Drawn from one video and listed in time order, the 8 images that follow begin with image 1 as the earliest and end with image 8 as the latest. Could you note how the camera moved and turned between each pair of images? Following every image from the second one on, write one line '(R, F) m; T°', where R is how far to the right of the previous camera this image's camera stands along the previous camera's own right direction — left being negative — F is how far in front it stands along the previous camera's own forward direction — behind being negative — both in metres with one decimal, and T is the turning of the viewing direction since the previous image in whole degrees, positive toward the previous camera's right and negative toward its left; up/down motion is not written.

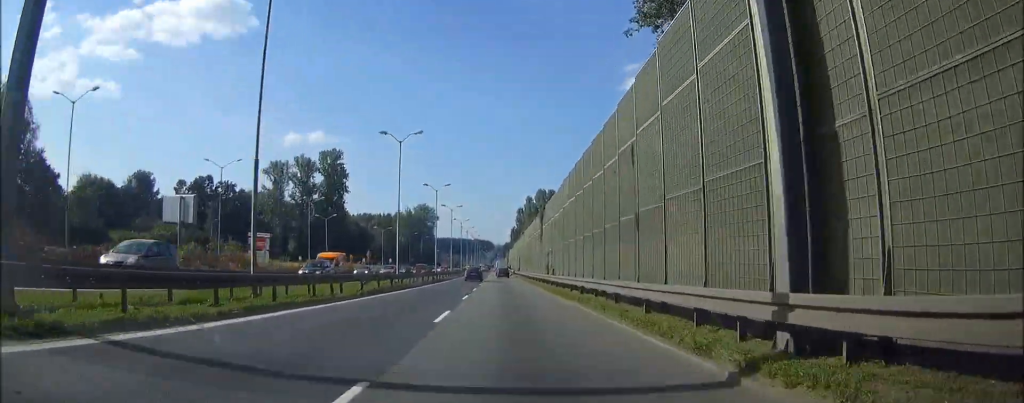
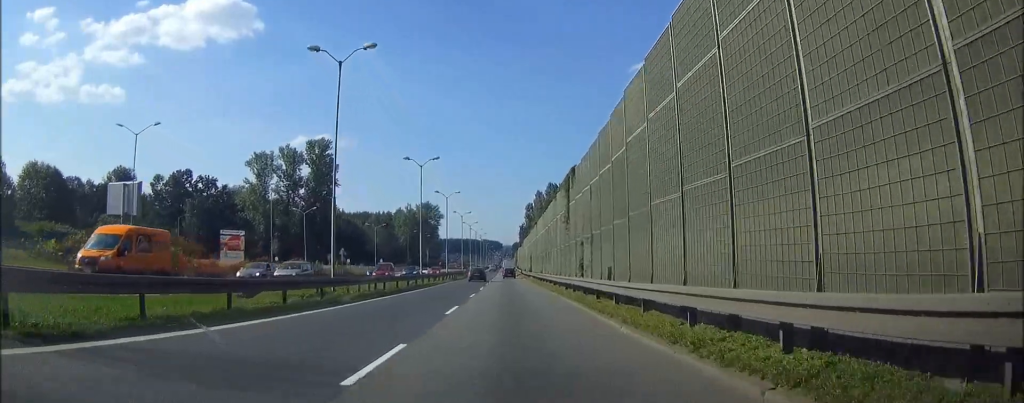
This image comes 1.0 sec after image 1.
(-0.2, +19.6) m; -1°
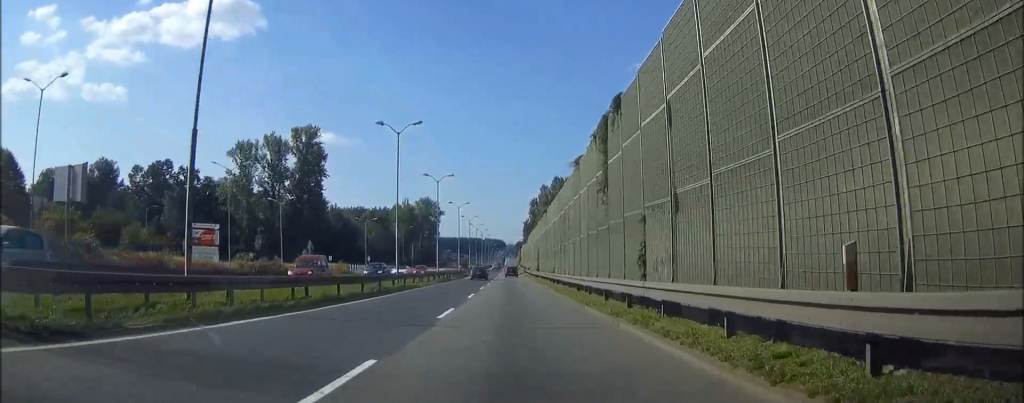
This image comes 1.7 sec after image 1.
(-0.1, +13.8) m; 0°
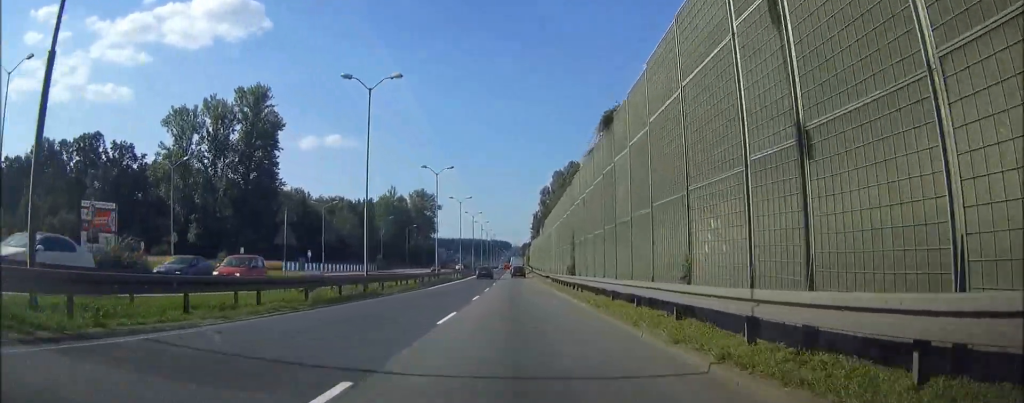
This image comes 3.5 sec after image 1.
(+0.2, +36.8) m; 0°
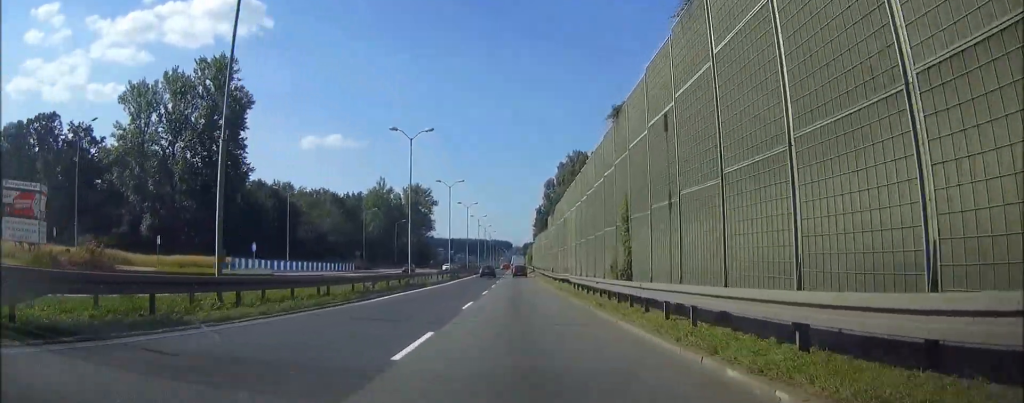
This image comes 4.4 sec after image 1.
(-0.1, +17.5) m; 0°
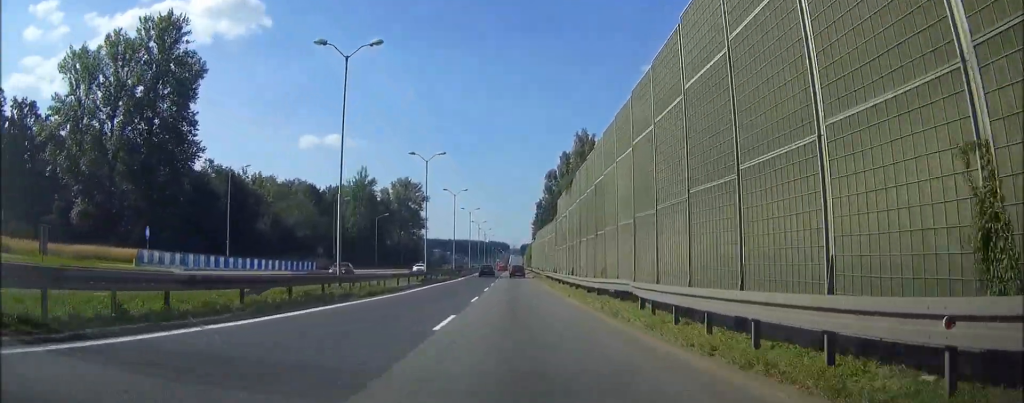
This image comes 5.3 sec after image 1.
(0.0, +18.9) m; 0°
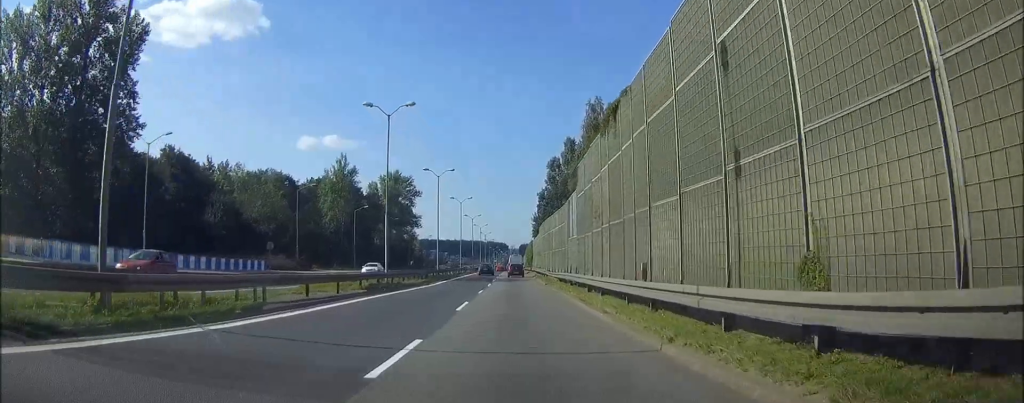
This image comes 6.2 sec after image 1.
(0.0, +17.6) m; 0°
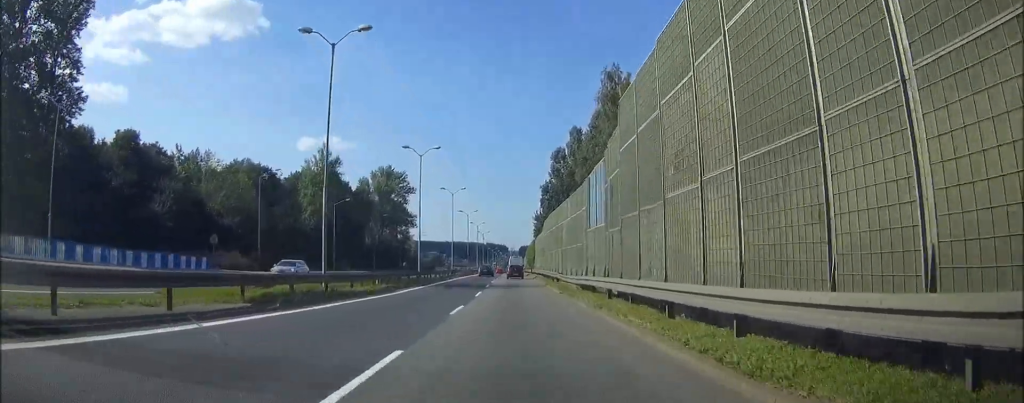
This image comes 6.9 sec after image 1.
(0.0, +13.5) m; 0°
